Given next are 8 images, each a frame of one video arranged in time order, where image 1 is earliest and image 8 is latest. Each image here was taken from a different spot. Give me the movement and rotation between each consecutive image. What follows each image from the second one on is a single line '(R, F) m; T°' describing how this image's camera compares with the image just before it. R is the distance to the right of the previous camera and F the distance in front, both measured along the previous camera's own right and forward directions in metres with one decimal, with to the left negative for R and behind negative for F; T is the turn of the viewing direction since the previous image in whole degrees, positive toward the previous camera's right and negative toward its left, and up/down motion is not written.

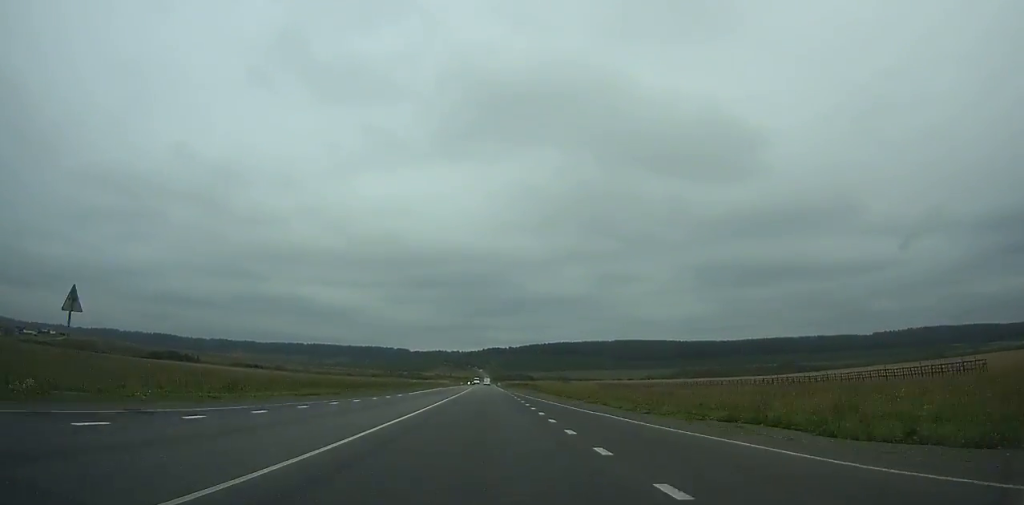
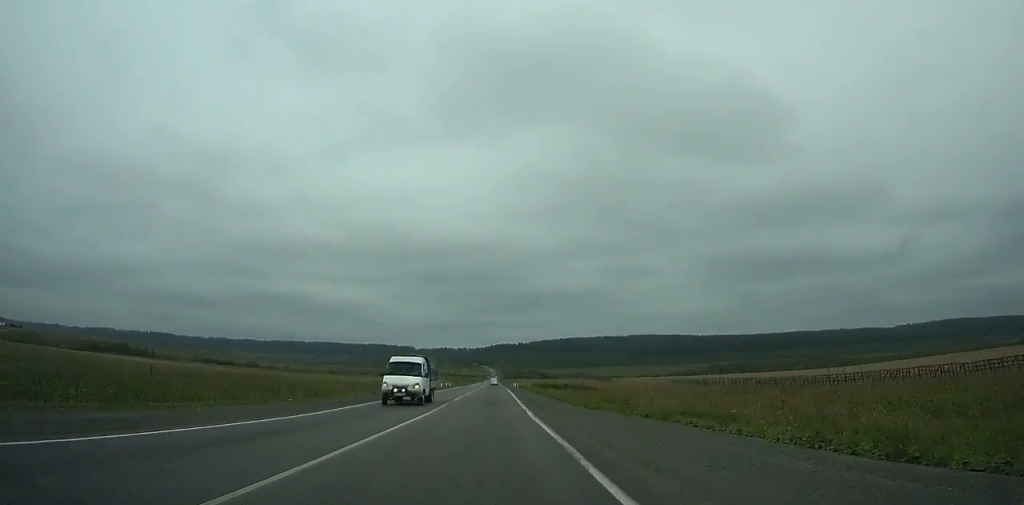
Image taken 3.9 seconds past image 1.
(-0.7, +95.4) m; -1°
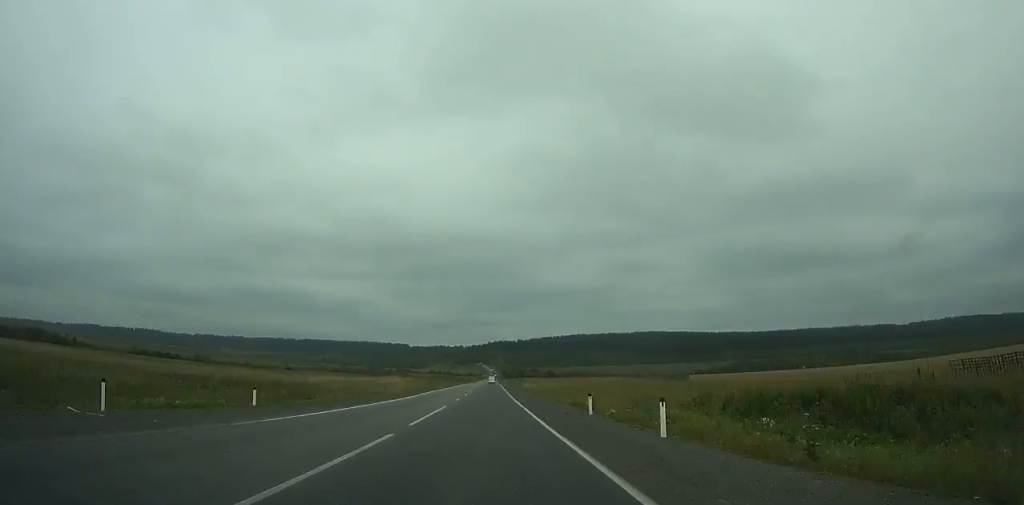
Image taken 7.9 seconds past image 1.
(-0.4, +99.3) m; 0°
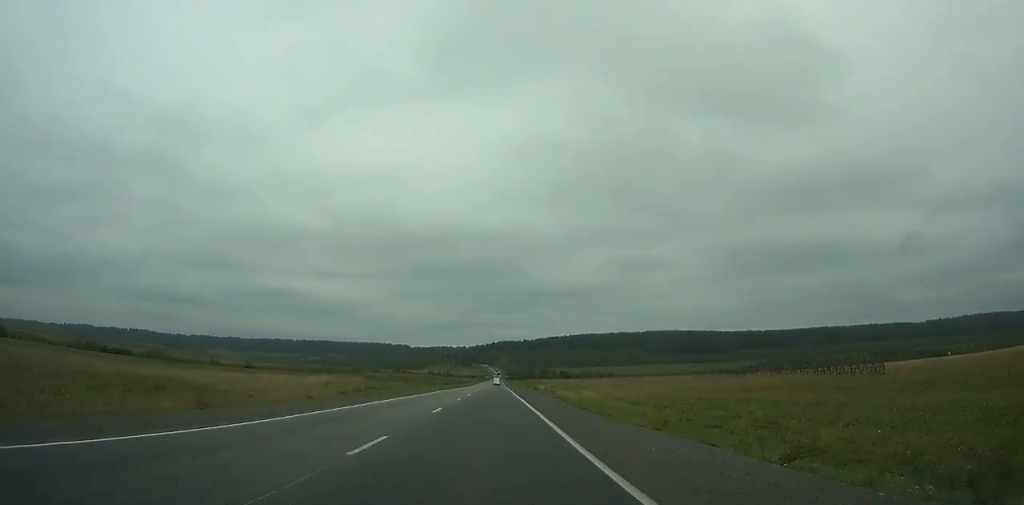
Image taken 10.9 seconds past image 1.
(+0.2, +75.0) m; 0°
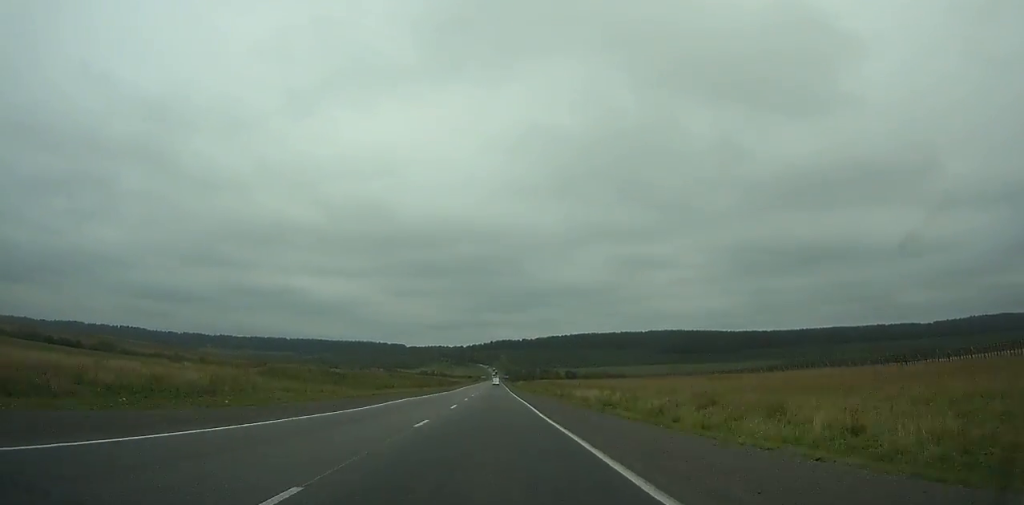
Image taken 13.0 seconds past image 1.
(-0.2, +52.6) m; 0°
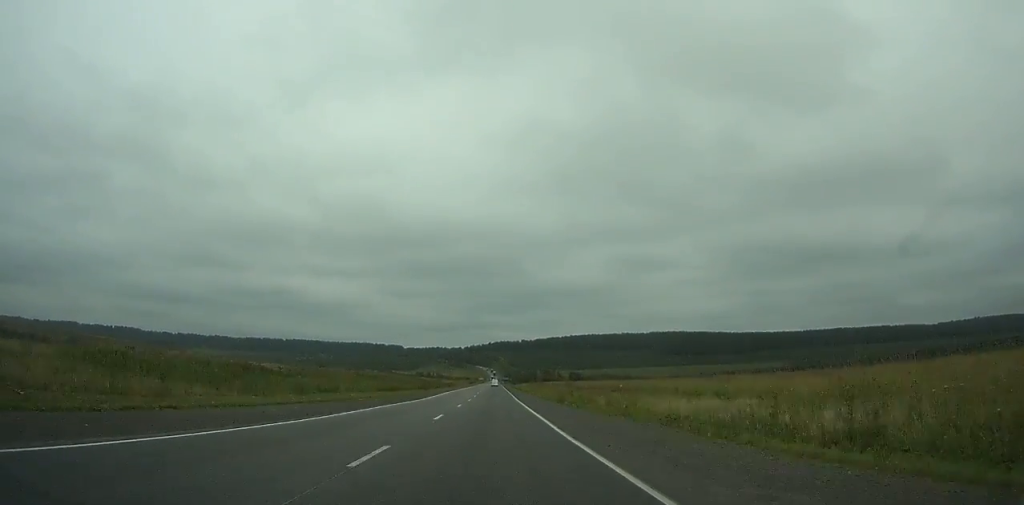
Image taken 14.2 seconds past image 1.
(+0.1, +29.9) m; 0°
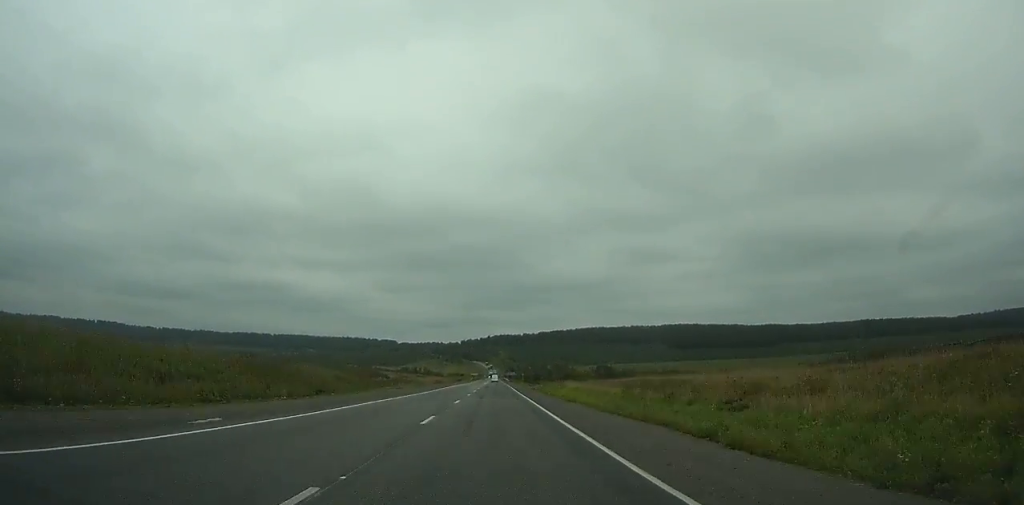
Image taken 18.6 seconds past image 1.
(+0.5, +108.5) m; 0°
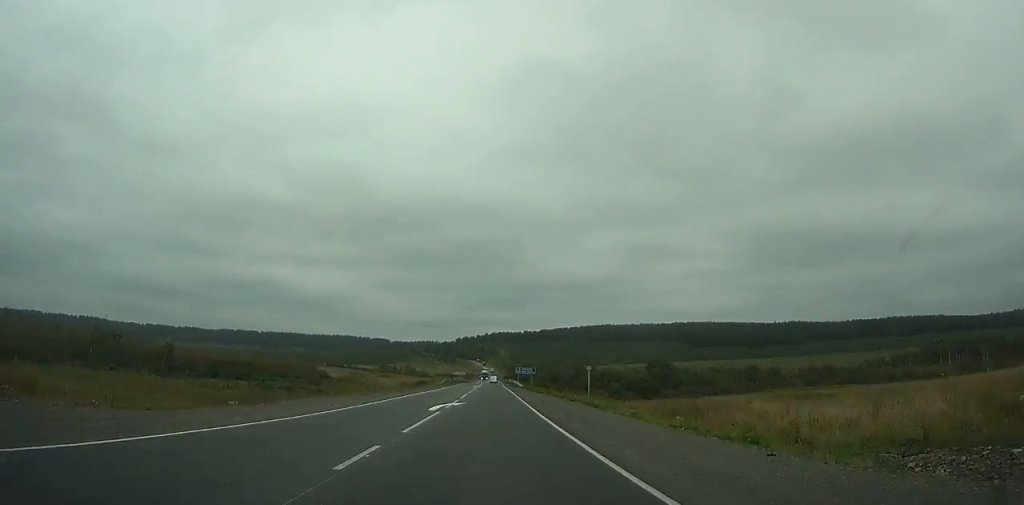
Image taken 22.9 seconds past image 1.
(-0.1, +102.3) m; 0°
